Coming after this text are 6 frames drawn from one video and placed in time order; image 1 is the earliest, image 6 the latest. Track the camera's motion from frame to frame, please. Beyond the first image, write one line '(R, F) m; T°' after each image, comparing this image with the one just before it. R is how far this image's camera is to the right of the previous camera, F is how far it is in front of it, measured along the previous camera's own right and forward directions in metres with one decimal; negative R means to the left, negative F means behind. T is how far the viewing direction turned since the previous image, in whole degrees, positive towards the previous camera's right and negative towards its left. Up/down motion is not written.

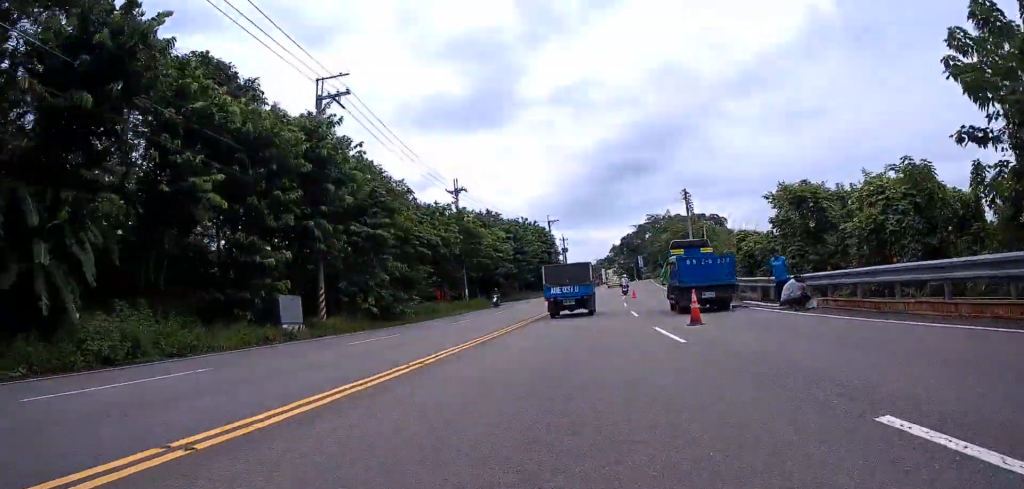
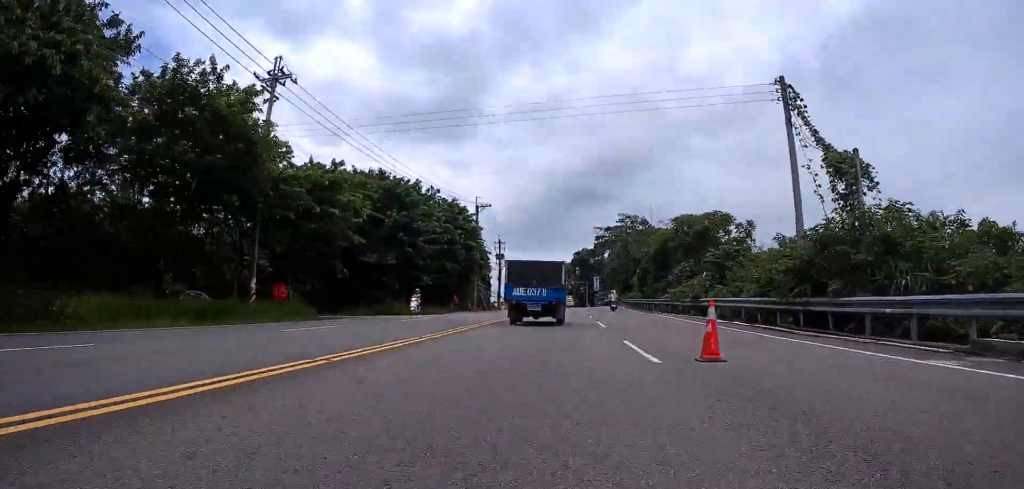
(+6.0, +32.2) m; +15°
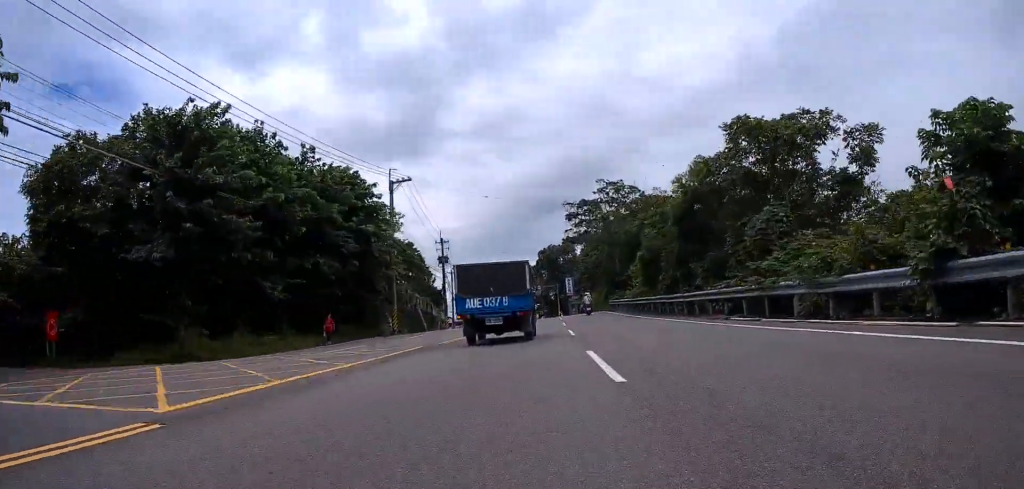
(-1.5, +21.7) m; -5°
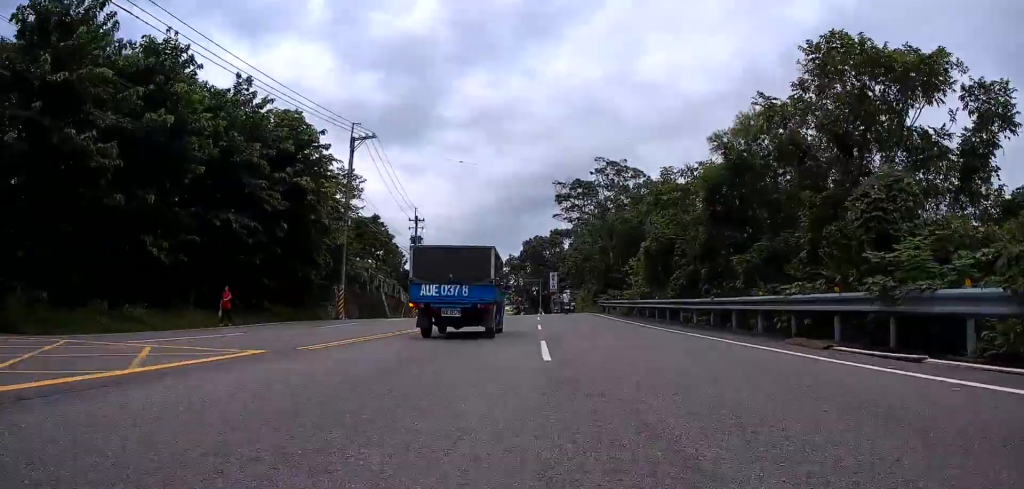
(+0.1, +7.3) m; -1°
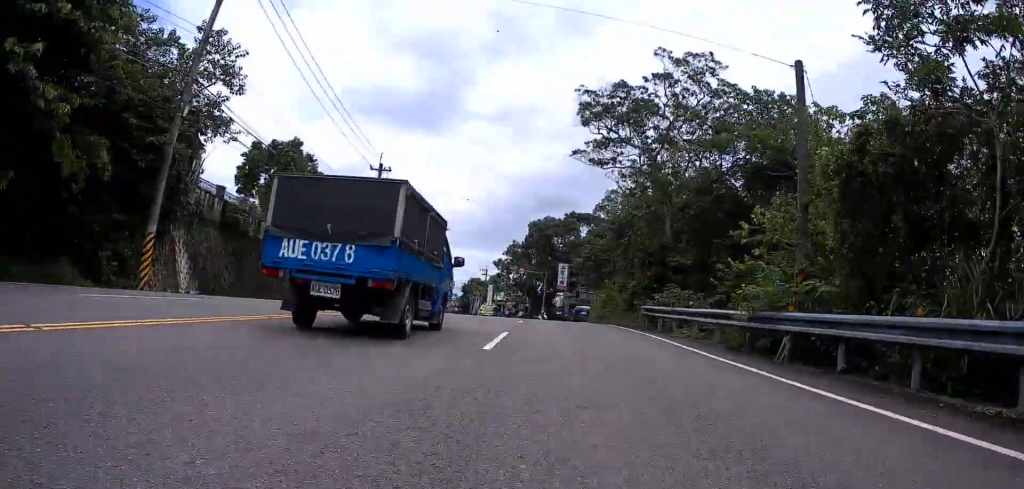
(-0.3, +18.8) m; +2°
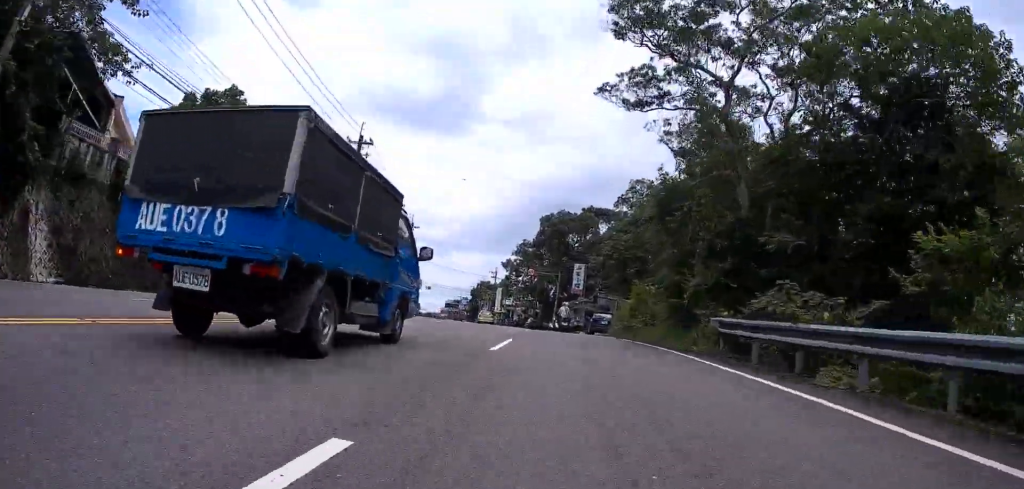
(+0.4, +8.7) m; +1°
